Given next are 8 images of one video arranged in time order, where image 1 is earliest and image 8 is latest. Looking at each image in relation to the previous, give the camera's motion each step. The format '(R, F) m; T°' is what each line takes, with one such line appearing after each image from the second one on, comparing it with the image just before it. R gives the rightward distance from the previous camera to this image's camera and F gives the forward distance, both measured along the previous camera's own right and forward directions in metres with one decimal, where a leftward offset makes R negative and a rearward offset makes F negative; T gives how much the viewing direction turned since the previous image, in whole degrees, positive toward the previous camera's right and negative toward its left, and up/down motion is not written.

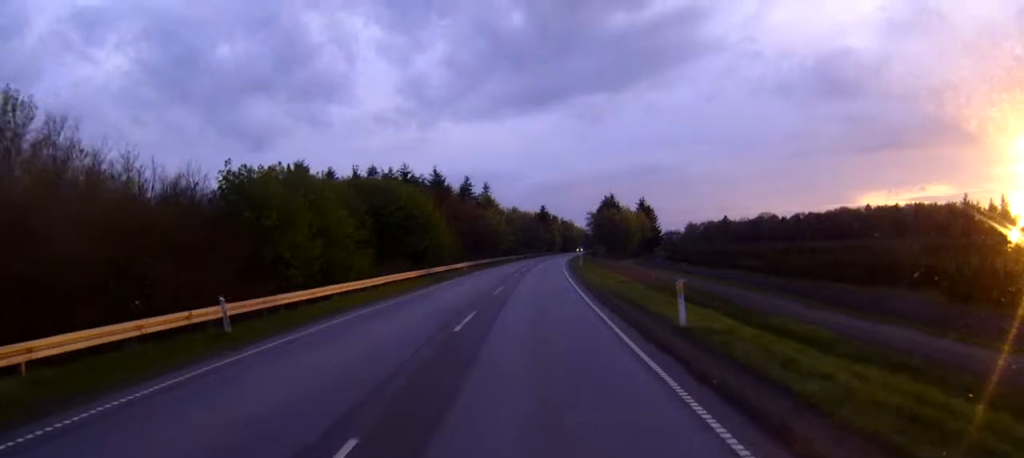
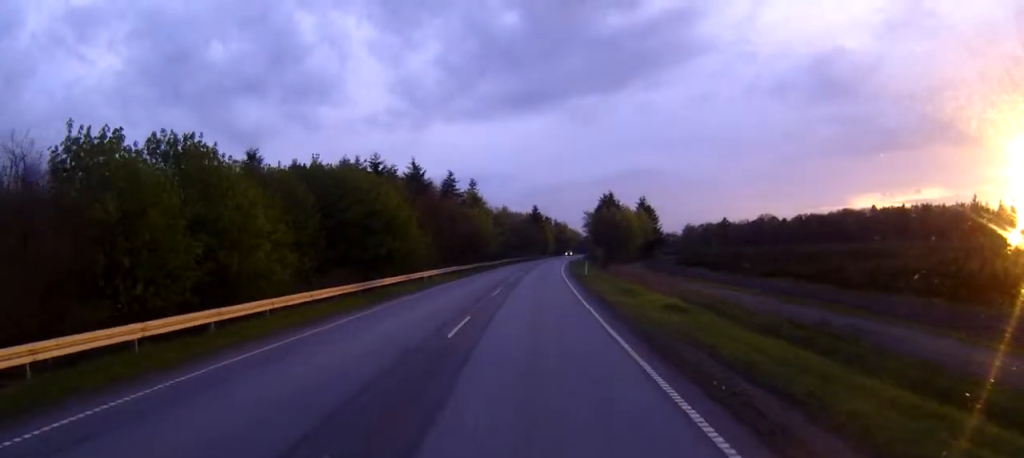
(+0.1, +15.6) m; +1°
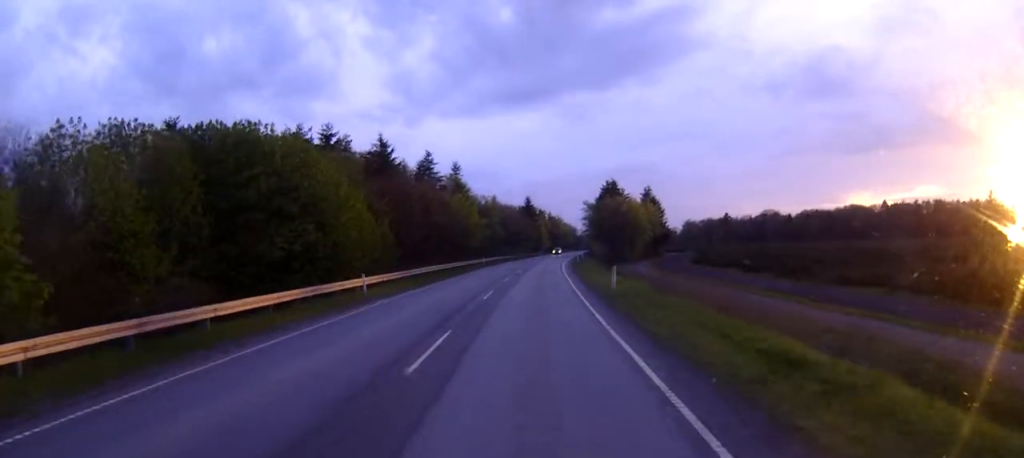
(0.0, +20.1) m; 0°
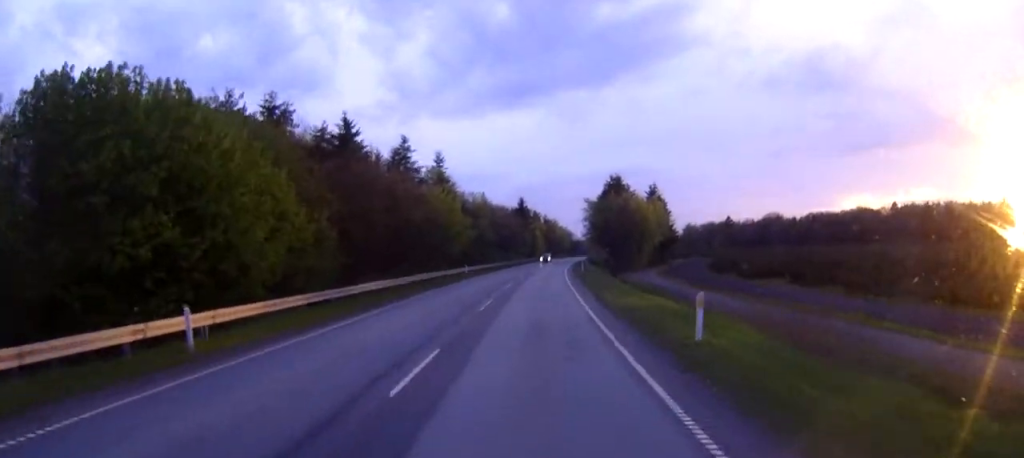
(+0.1, +16.1) m; +1°
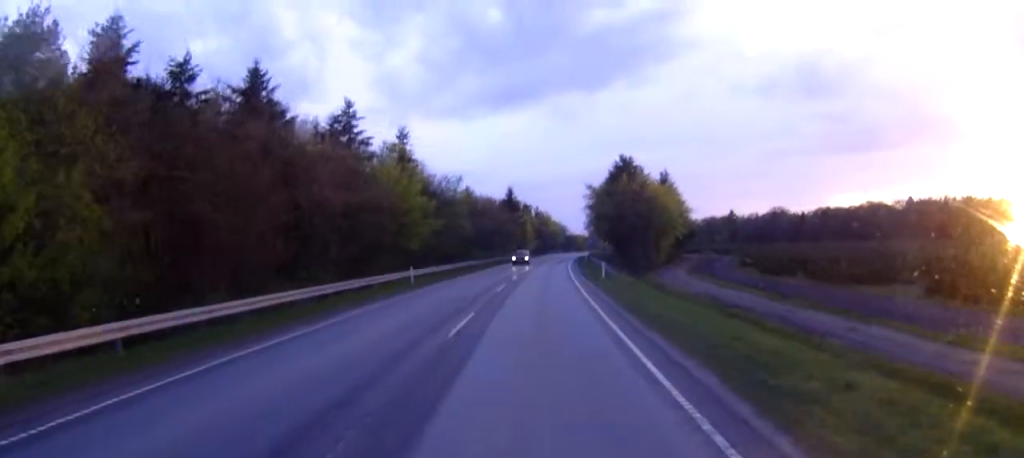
(+0.2, +24.4) m; +1°
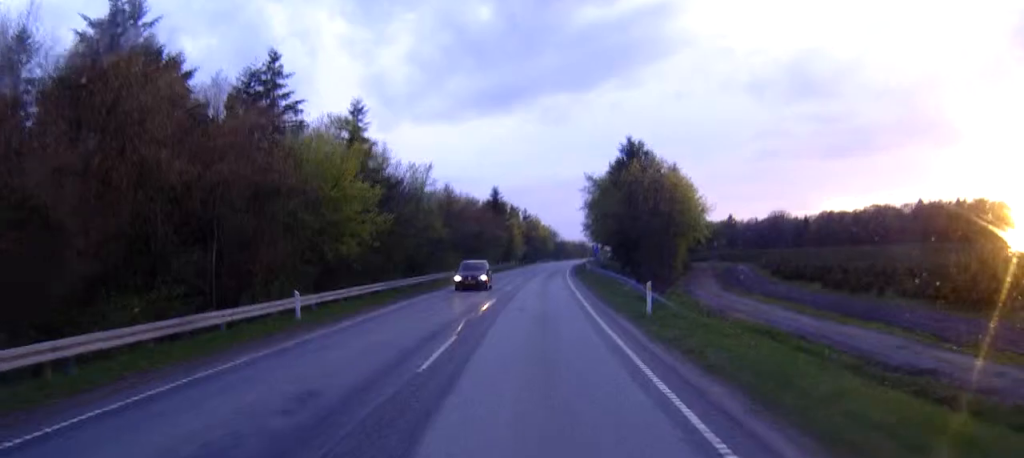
(+0.1, +18.3) m; 0°
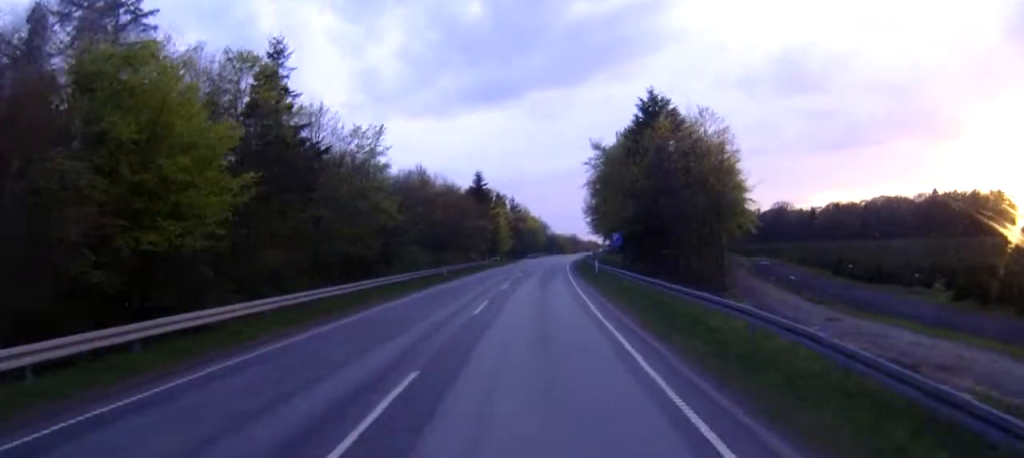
(0.0, +20.4) m; +1°
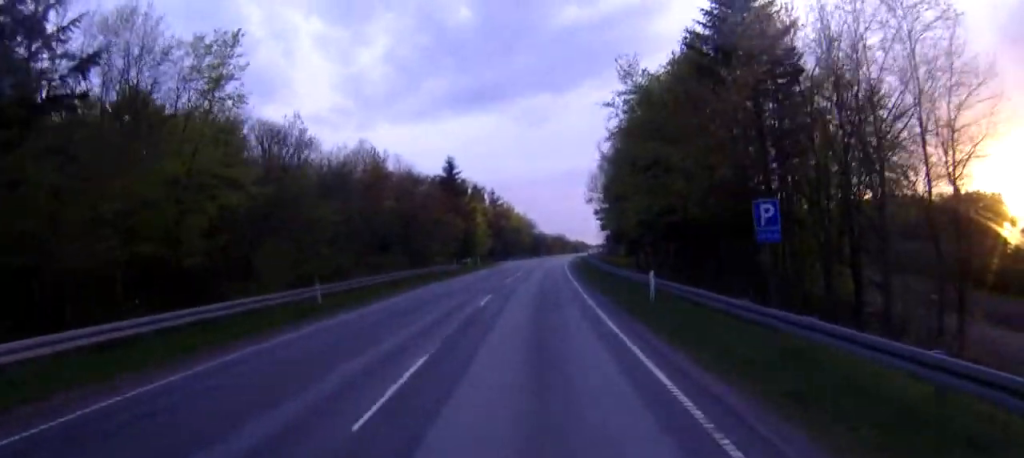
(+0.7, +27.1) m; +2°
